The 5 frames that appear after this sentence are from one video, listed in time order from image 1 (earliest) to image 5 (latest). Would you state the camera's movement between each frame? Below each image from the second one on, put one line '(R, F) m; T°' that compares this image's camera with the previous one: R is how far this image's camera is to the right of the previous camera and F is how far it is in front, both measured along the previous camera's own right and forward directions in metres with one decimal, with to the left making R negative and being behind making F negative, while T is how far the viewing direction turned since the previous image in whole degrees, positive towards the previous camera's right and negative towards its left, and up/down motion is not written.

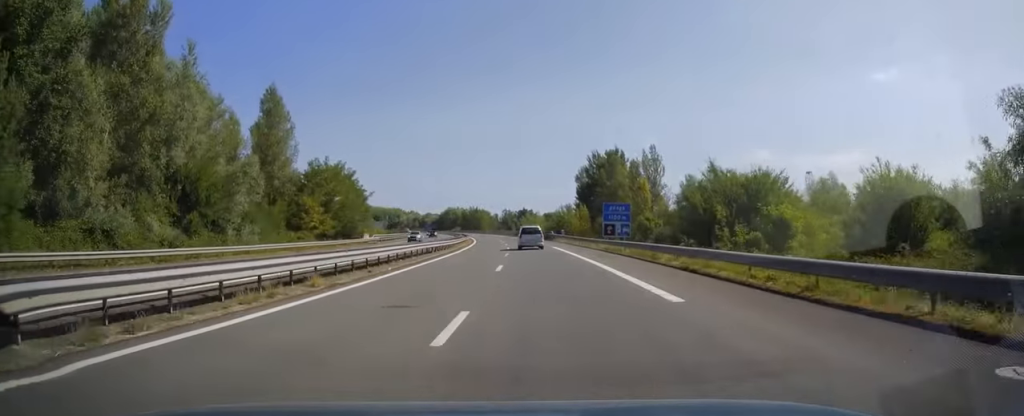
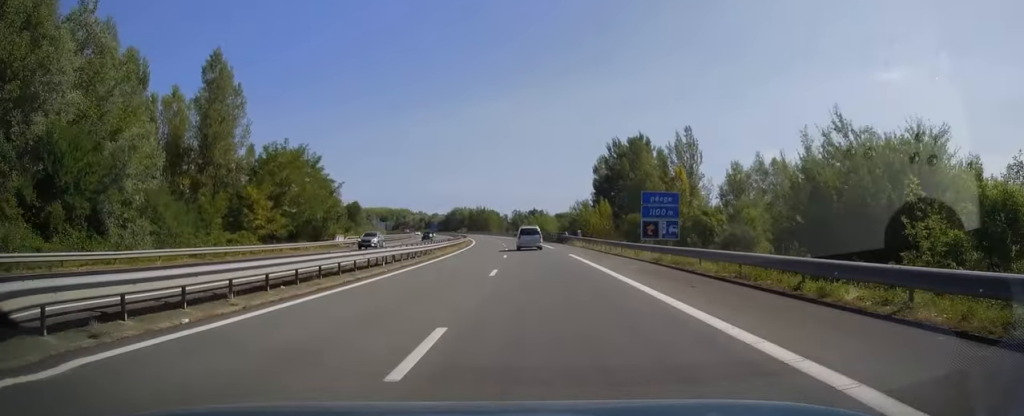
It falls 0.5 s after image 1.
(-0.1, +15.5) m; -1°
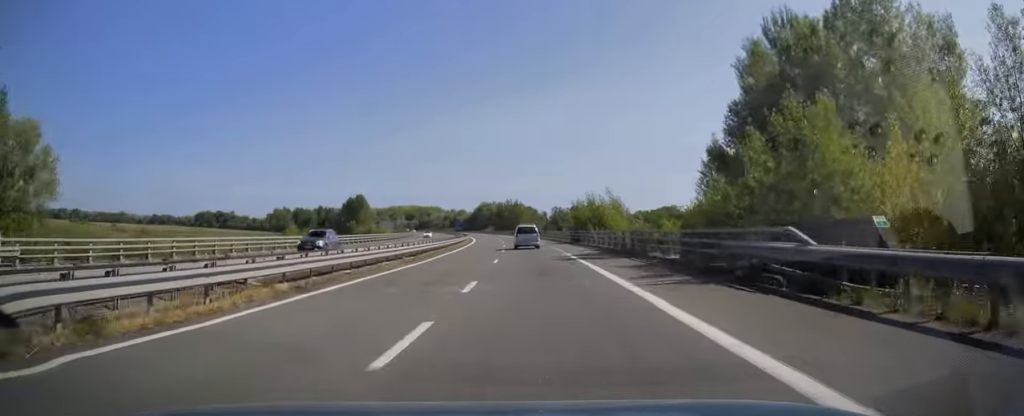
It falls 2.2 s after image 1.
(-1.5, +54.2) m; -3°
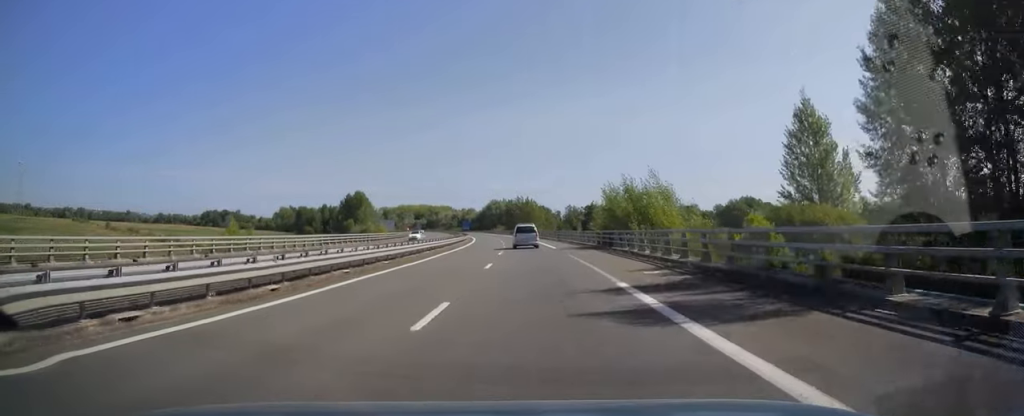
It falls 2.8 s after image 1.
(-0.1, +18.1) m; -1°
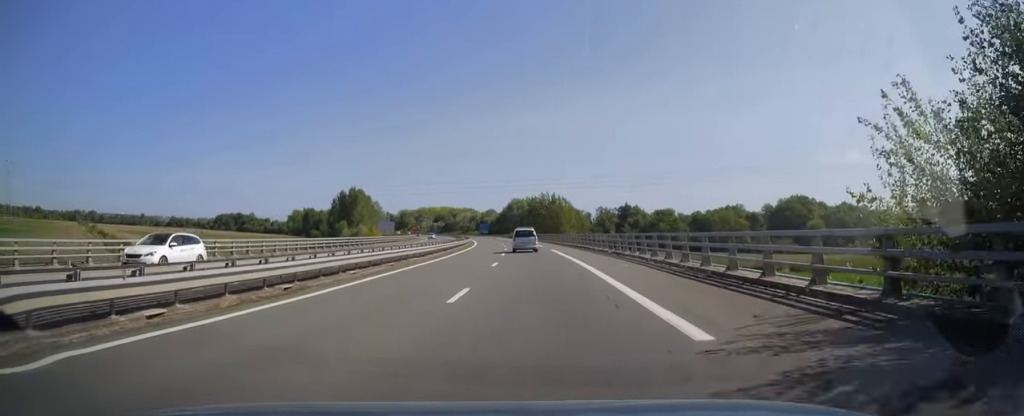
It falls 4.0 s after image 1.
(-0.9, +35.4) m; -3°
